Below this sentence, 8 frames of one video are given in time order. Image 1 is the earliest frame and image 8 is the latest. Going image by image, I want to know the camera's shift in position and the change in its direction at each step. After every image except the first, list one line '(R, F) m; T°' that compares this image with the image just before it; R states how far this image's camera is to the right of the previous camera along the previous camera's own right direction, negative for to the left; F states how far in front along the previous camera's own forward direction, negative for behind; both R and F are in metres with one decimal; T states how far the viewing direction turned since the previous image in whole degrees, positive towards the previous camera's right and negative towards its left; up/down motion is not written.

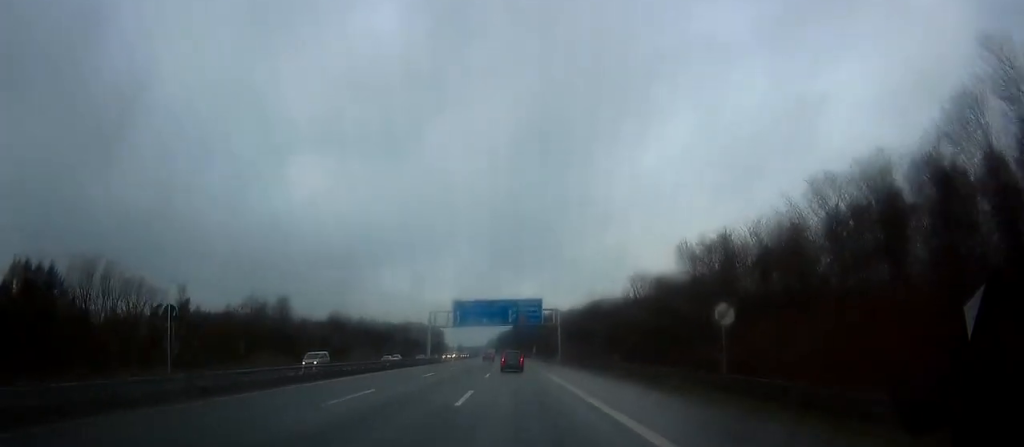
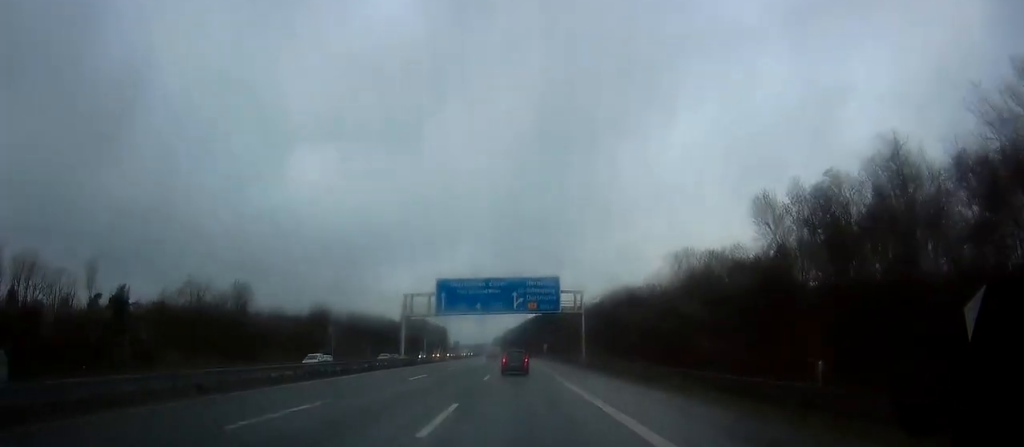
(-0.1, +24.6) m; 0°
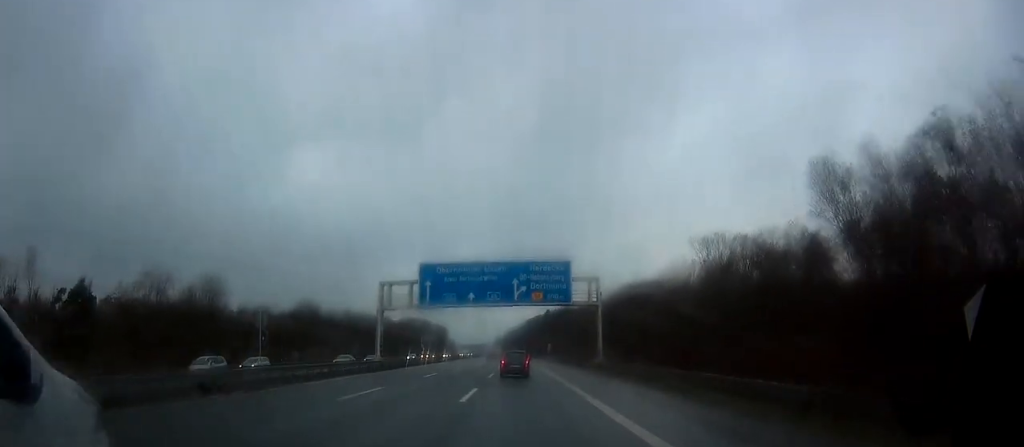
(-0.1, +12.3) m; 0°
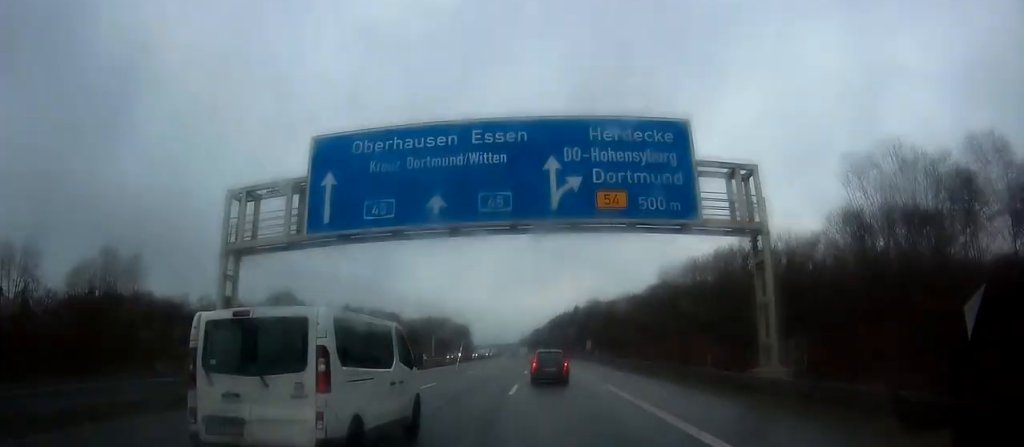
(0.0, +33.6) m; -1°
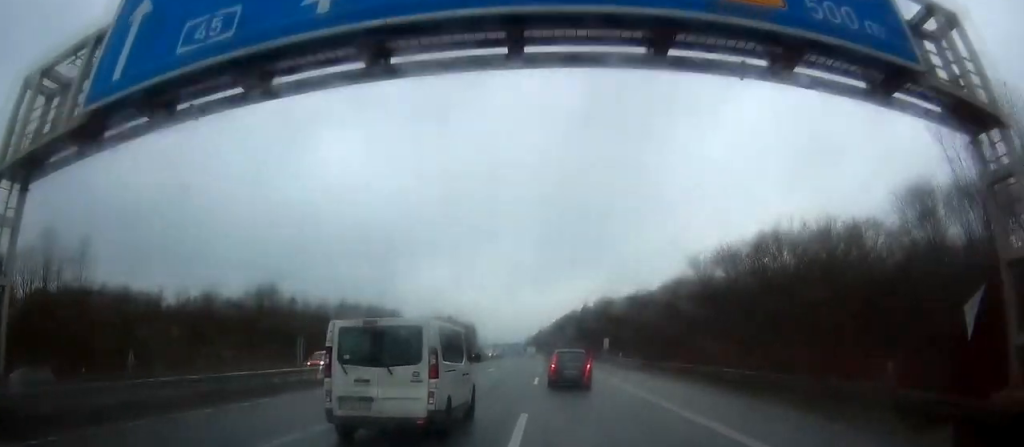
(-0.1, +12.6) m; -1°
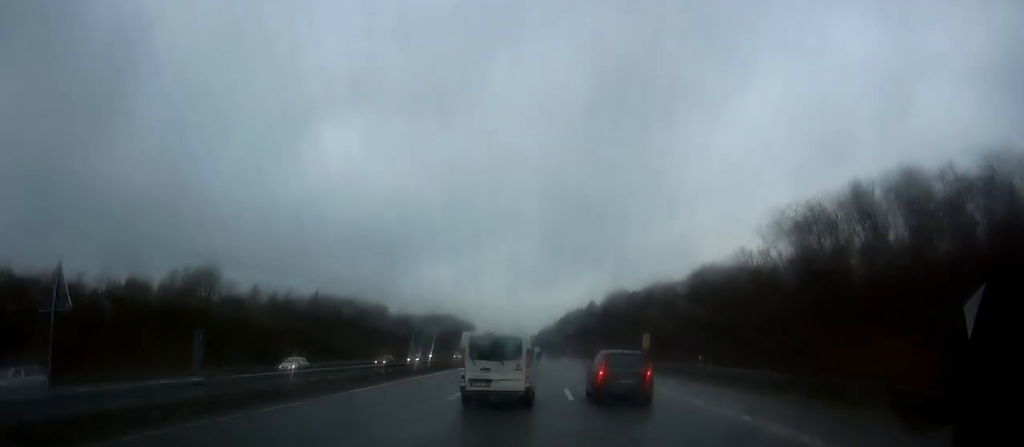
(-0.6, +25.9) m; -2°
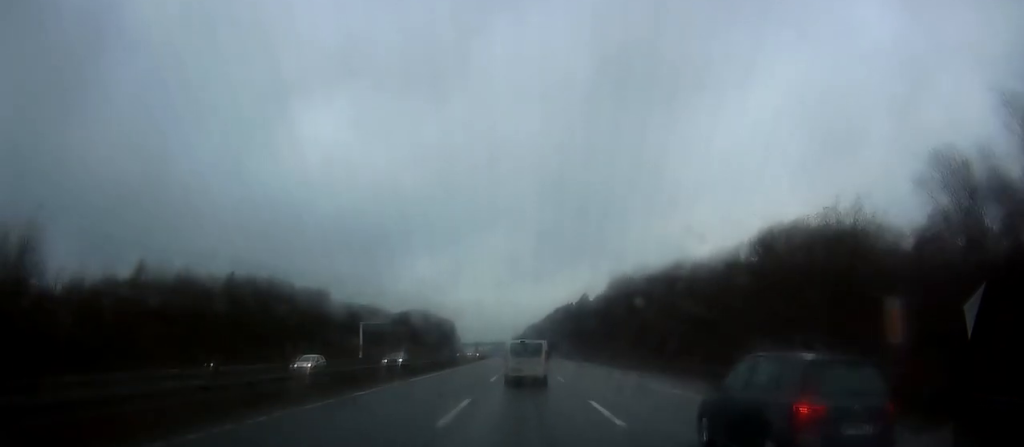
(-0.3, +42.2) m; +1°
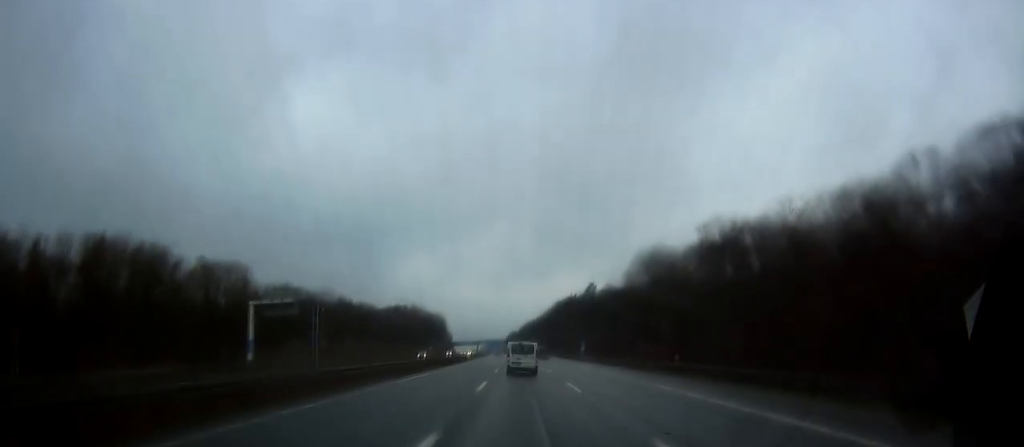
(+0.3, +43.0) m; 0°
